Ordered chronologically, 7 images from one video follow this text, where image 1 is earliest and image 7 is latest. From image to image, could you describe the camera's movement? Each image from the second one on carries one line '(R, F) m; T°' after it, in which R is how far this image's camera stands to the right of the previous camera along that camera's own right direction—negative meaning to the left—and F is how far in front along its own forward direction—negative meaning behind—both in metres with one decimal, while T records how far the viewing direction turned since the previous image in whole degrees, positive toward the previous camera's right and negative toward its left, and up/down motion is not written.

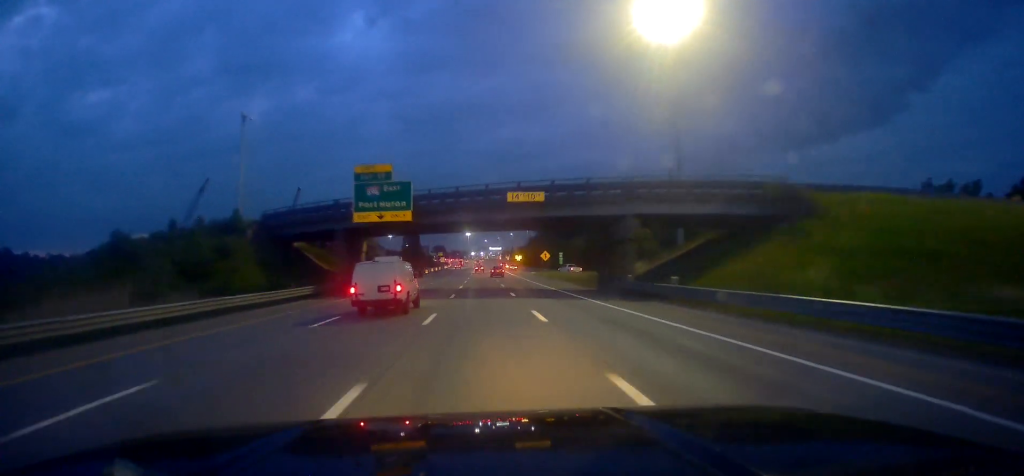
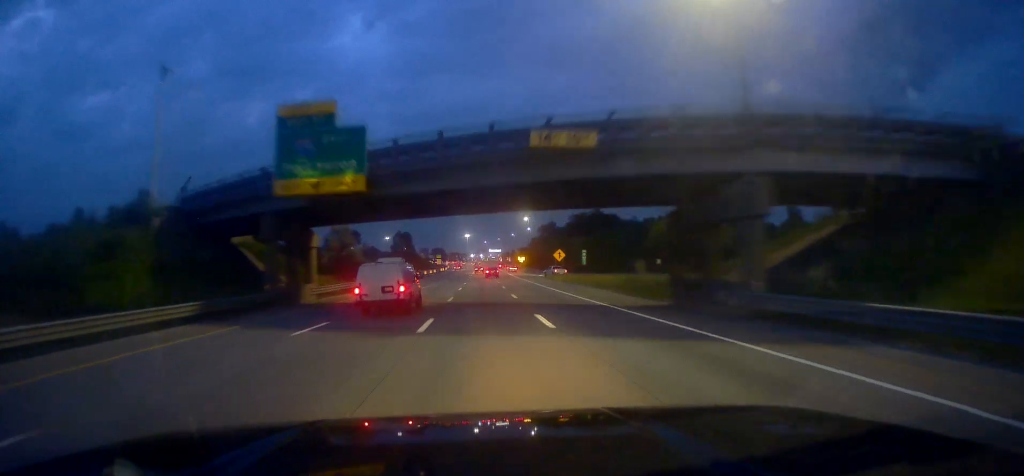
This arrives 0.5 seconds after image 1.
(-0.1, +17.8) m; 0°
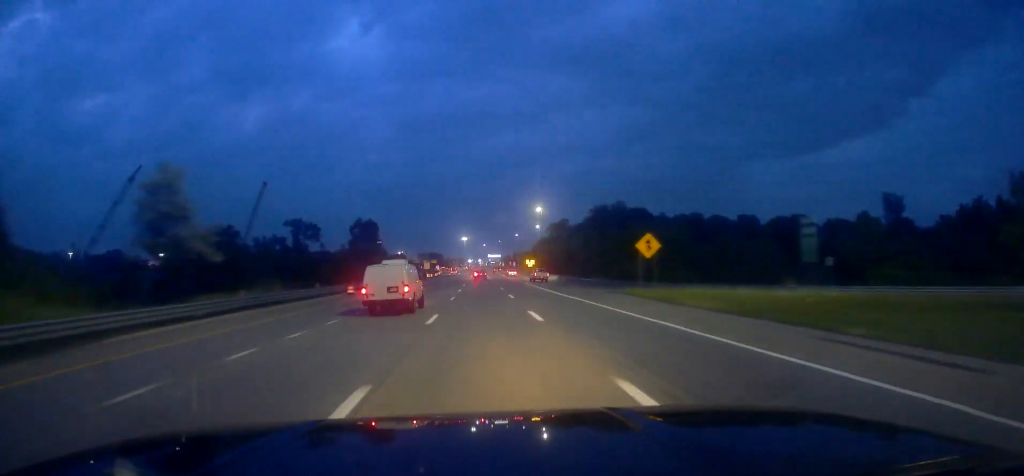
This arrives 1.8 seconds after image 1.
(-0.2, +43.5) m; 0°
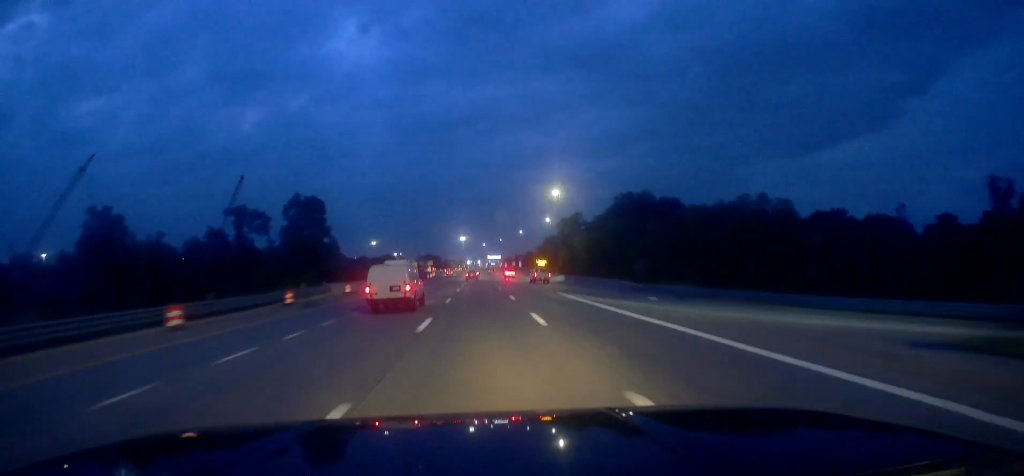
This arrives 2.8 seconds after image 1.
(0.0, +32.2) m; +1°
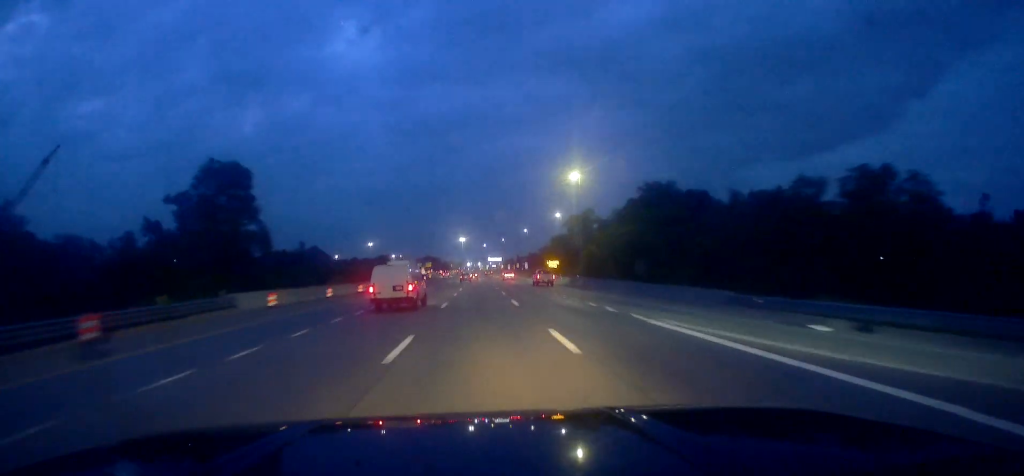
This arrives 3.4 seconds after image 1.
(0.0, +21.0) m; 0°
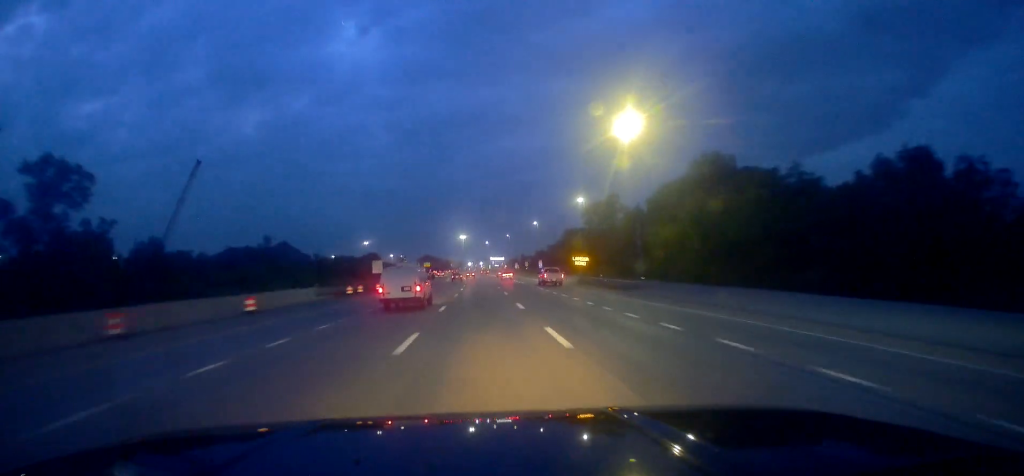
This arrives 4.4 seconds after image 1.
(+0.4, +30.8) m; 0°
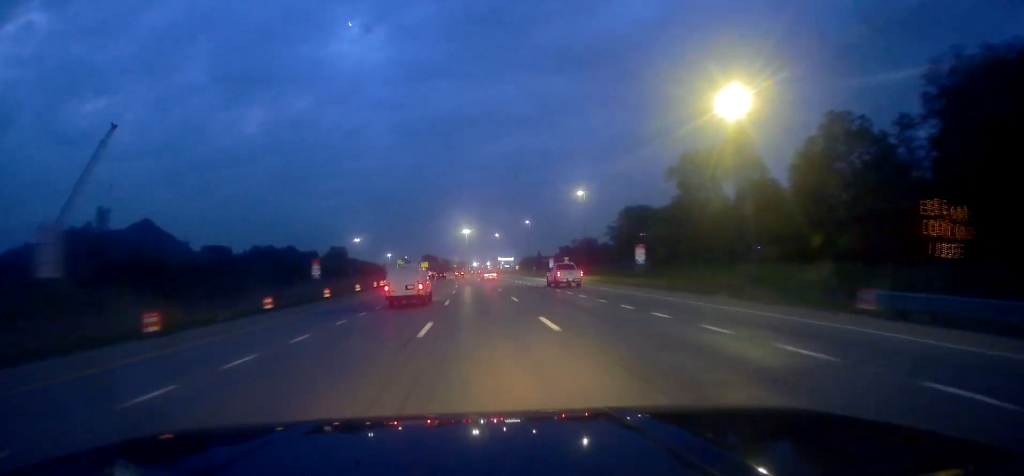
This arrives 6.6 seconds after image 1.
(0.0, +71.9) m; 0°
